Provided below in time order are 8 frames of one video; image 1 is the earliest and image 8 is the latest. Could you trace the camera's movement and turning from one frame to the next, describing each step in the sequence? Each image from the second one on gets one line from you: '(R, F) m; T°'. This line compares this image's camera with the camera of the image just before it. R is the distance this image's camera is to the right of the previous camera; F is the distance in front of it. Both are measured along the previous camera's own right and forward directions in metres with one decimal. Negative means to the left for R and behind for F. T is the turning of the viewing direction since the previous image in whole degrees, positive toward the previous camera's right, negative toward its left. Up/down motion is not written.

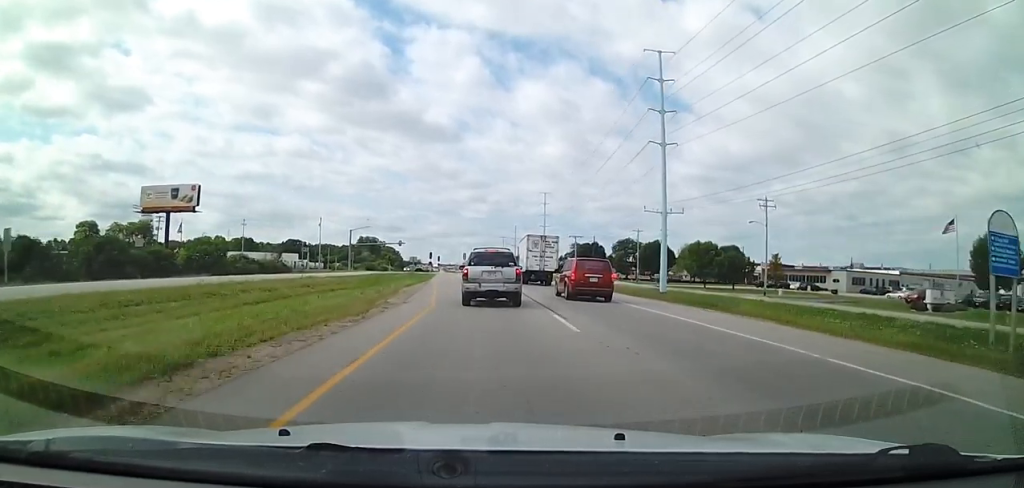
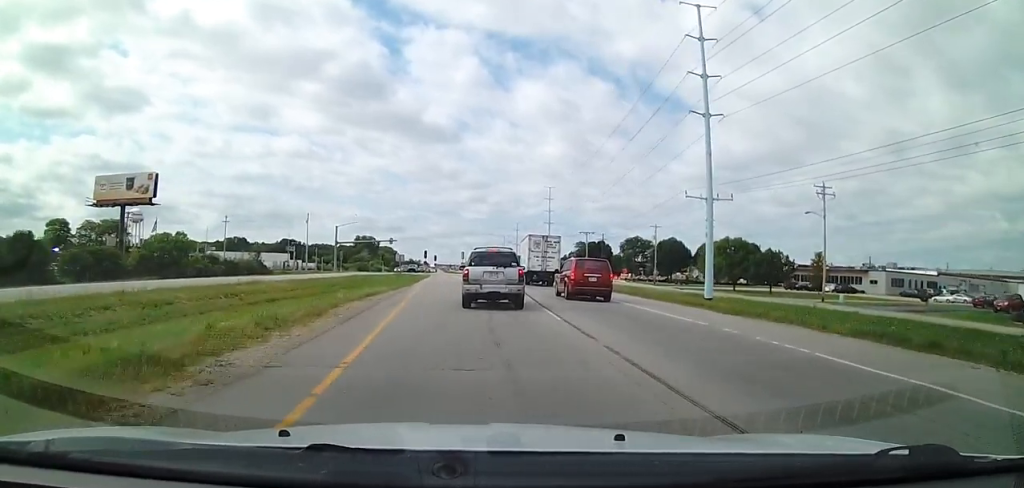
(+0.3, +12.4) m; +1°
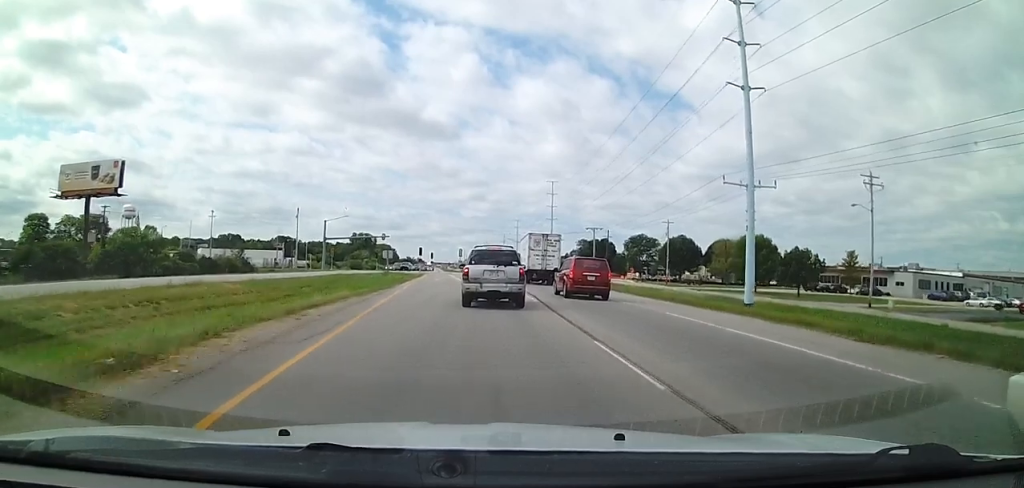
(+0.2, +8.1) m; 0°
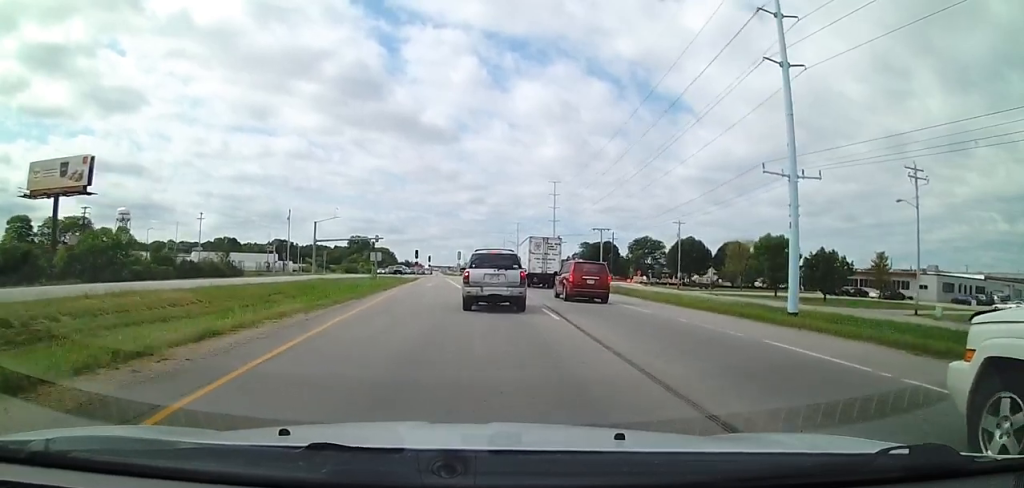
(-0.3, +6.1) m; -1°
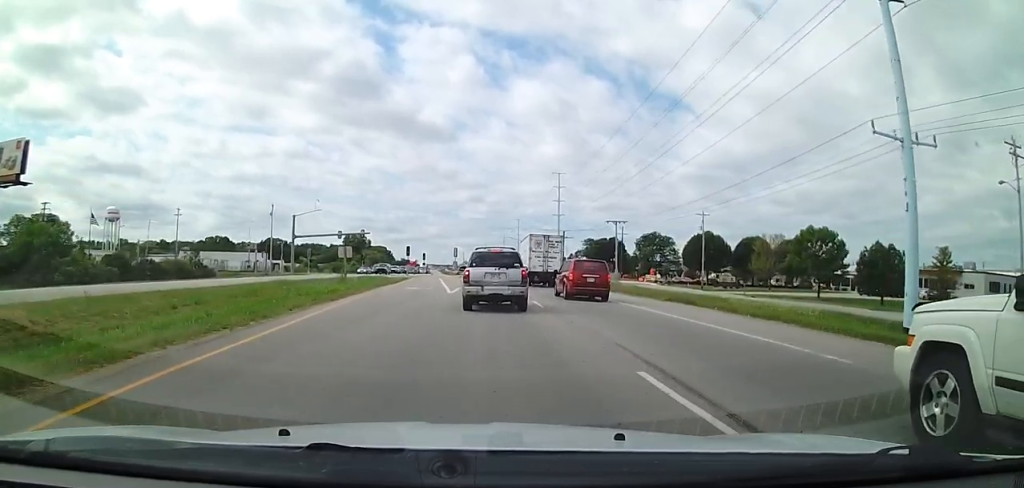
(-0.2, +11.0) m; -1°
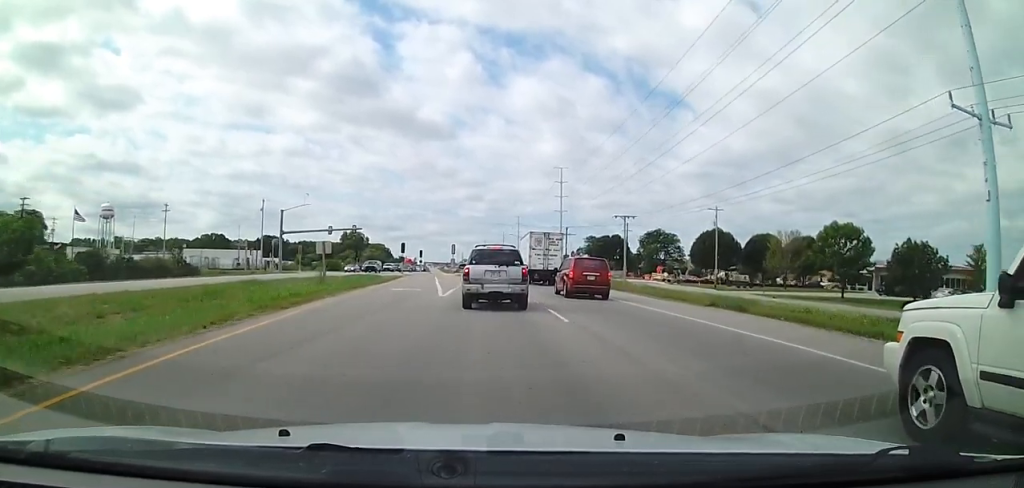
(0.0, +5.3) m; 0°
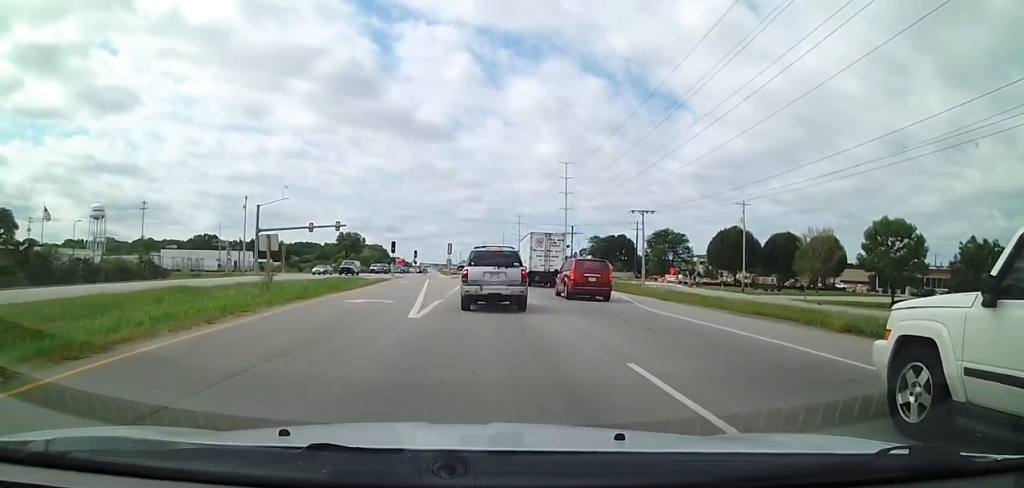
(0.0, +9.1) m; 0°
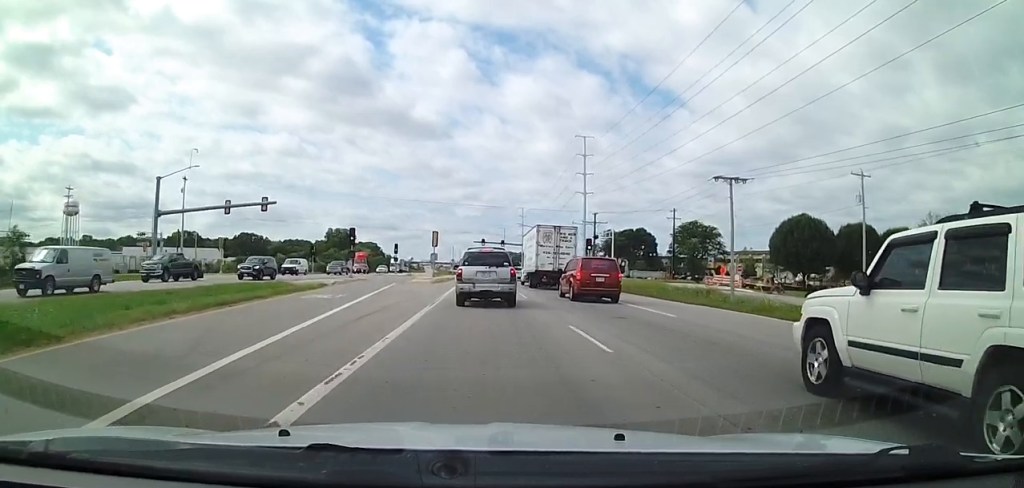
(+0.2, +25.8) m; +4°
